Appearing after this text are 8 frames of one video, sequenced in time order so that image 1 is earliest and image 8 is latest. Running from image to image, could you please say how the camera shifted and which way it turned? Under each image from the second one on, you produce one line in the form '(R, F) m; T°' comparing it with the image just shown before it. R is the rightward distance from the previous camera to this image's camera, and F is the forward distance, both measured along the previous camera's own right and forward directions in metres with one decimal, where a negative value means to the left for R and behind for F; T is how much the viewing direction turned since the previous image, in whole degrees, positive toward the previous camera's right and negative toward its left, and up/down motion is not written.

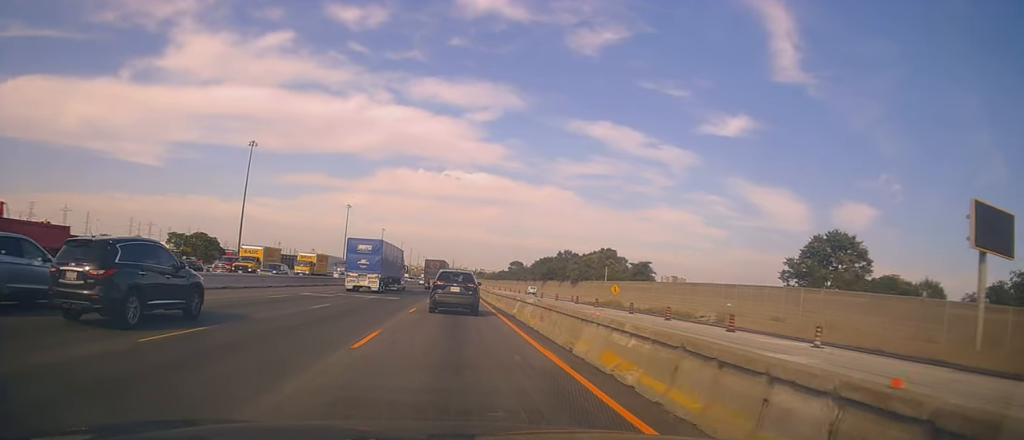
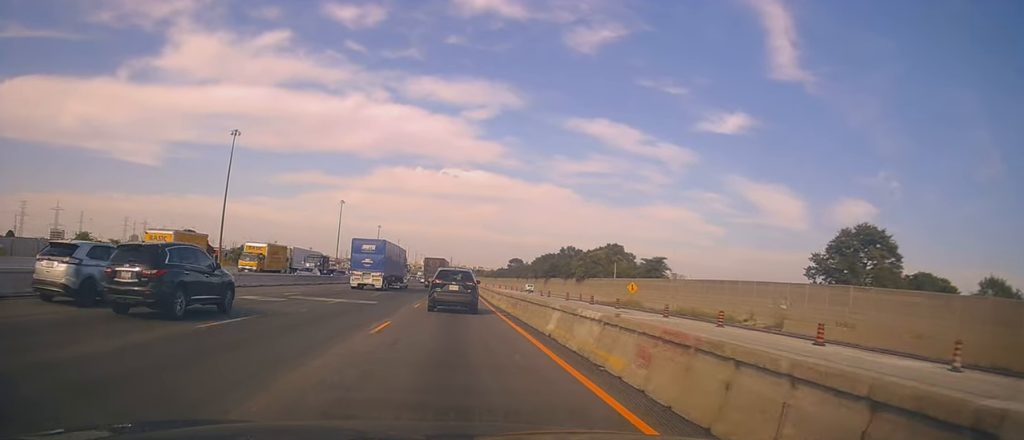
(0.0, +9.5) m; +1°
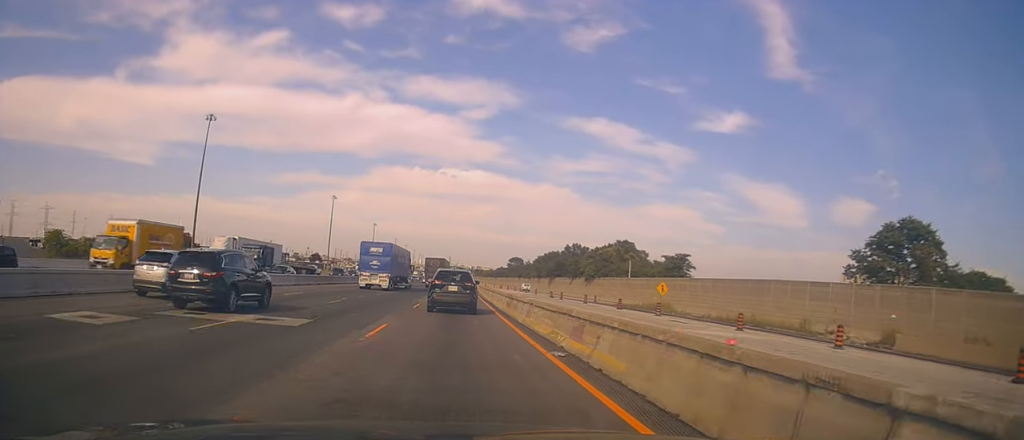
(+0.6, +12.5) m; +1°
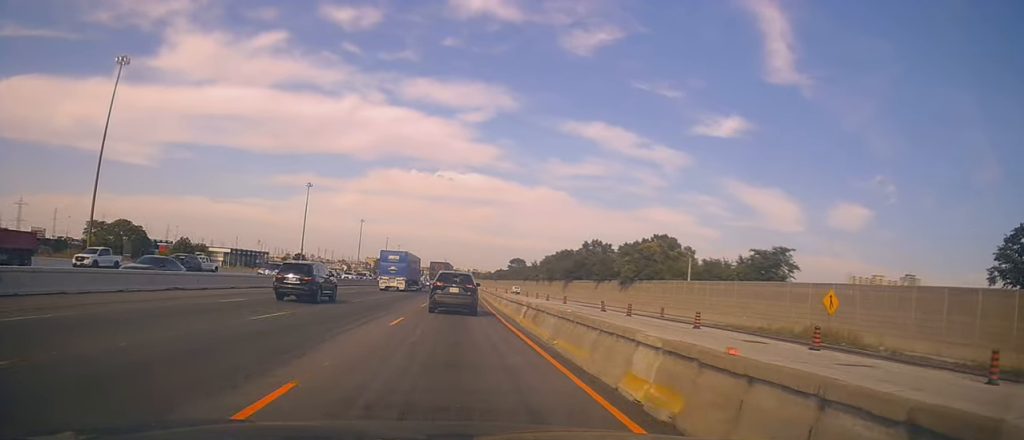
(-0.1, +33.0) m; +1°
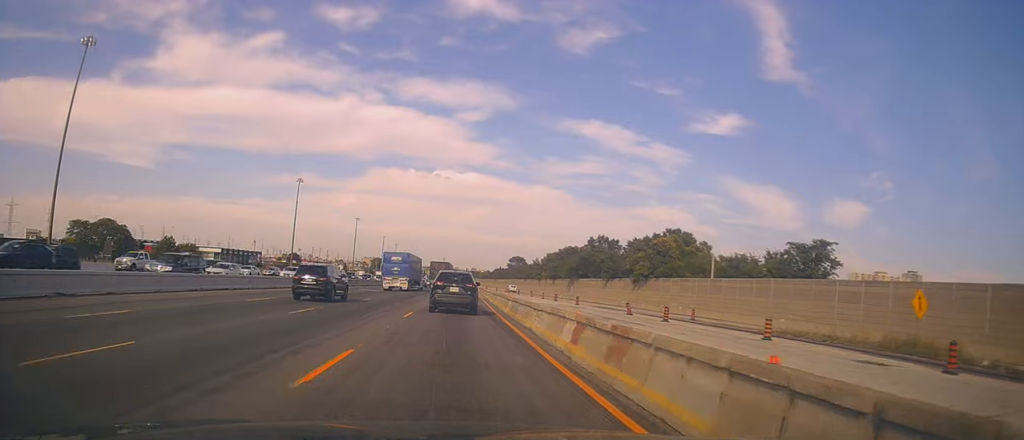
(0.0, +8.8) m; -1°
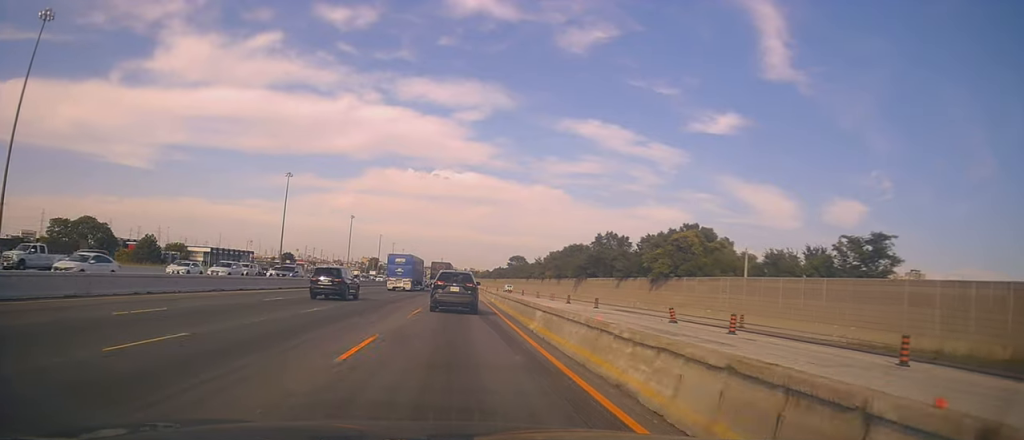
(0.0, +10.0) m; -2°
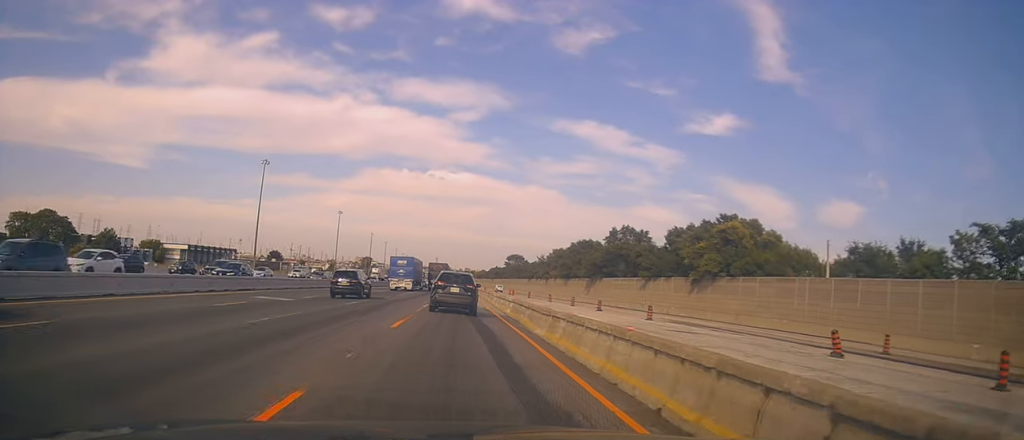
(-0.5, +17.8) m; 0°
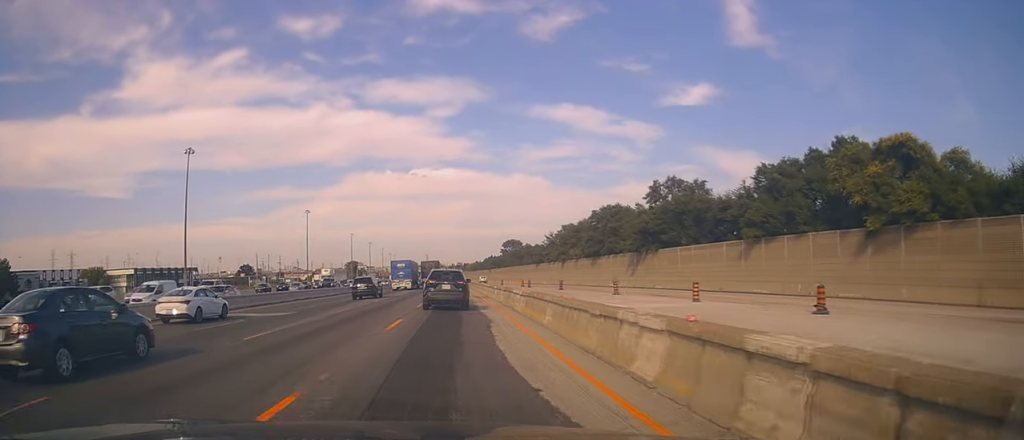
(+1.6, +34.9) m; +3°
